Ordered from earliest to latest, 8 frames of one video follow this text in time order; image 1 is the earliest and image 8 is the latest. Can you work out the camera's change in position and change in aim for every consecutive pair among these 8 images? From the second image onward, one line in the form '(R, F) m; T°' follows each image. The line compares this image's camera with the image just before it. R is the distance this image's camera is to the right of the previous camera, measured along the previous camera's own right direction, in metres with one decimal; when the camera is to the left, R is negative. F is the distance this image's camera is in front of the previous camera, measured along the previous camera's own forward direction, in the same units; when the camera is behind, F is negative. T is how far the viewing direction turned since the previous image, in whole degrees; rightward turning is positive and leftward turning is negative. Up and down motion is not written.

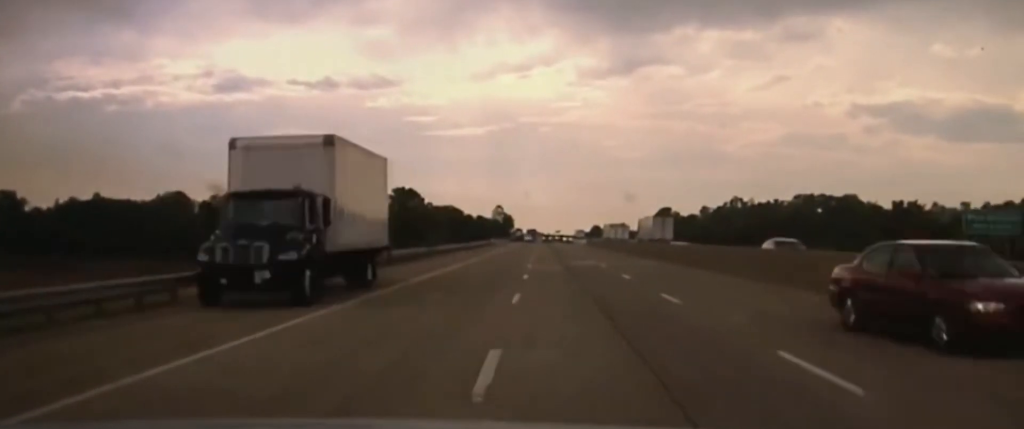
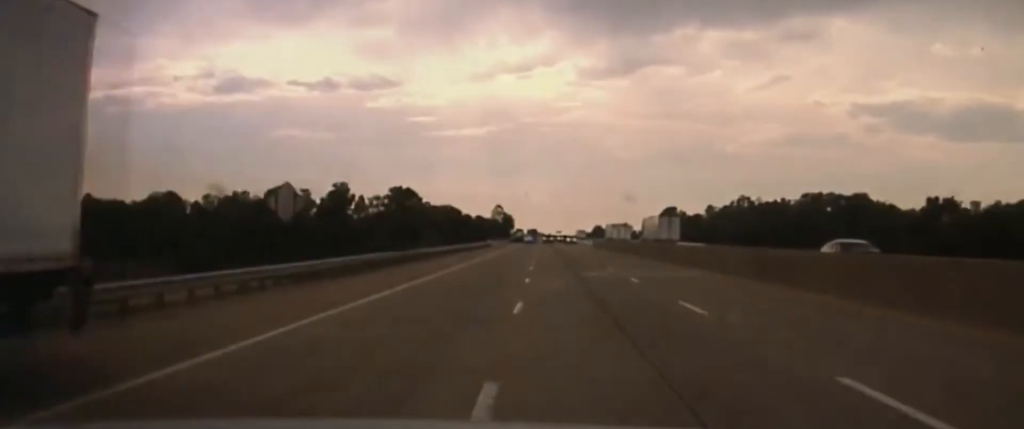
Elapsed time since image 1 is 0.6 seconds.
(+0.2, +15.6) m; 0°
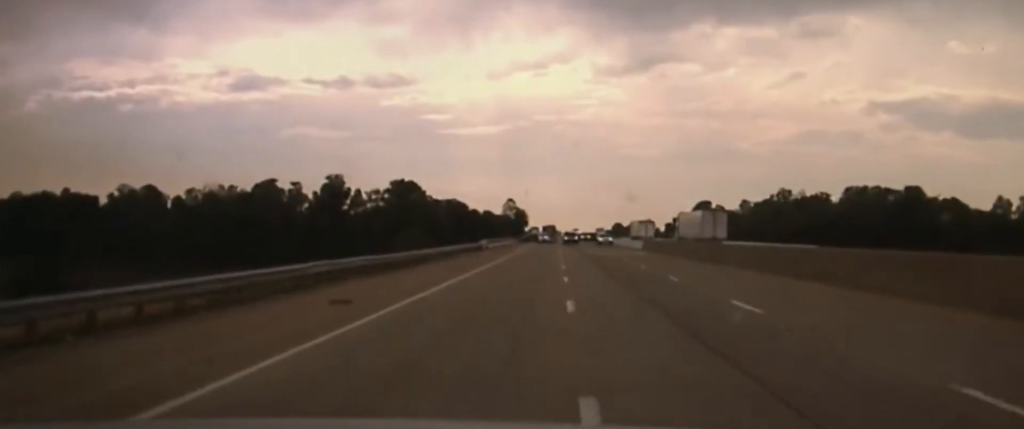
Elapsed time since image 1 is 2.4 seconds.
(-0.4, +49.2) m; -1°
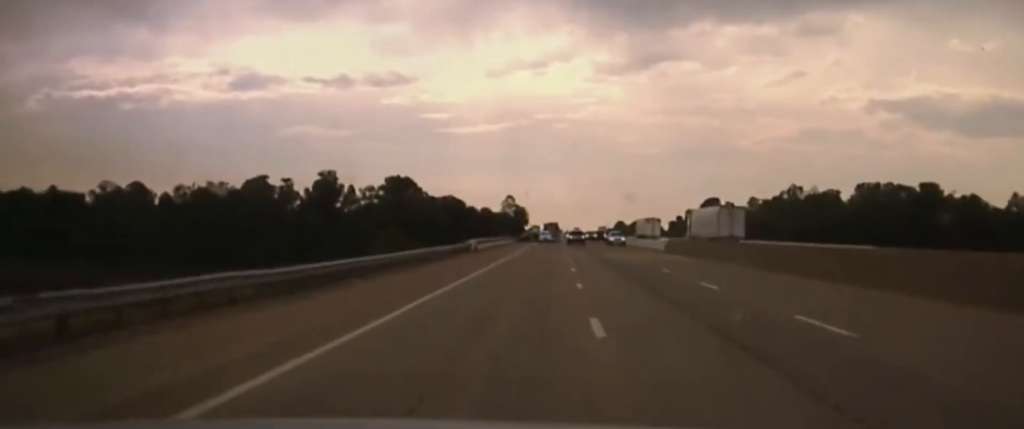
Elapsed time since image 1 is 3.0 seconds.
(-0.1, +16.1) m; 0°
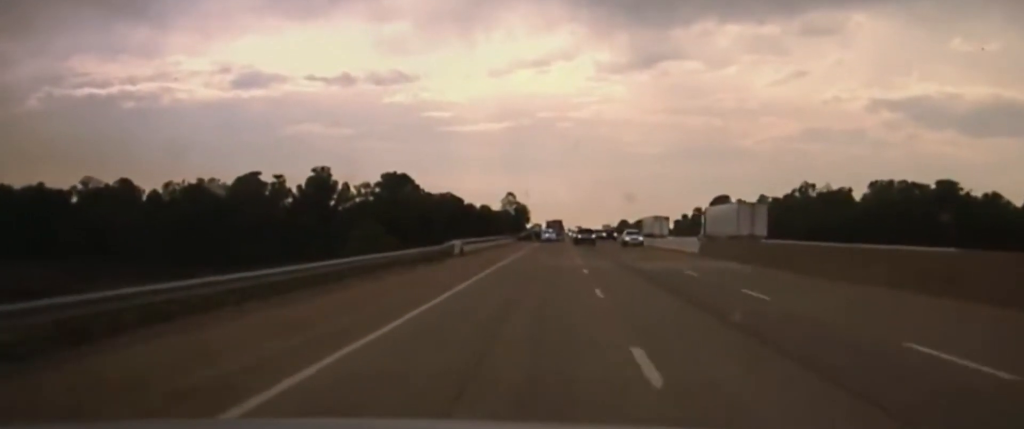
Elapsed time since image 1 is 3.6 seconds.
(-0.1, +17.5) m; 0°
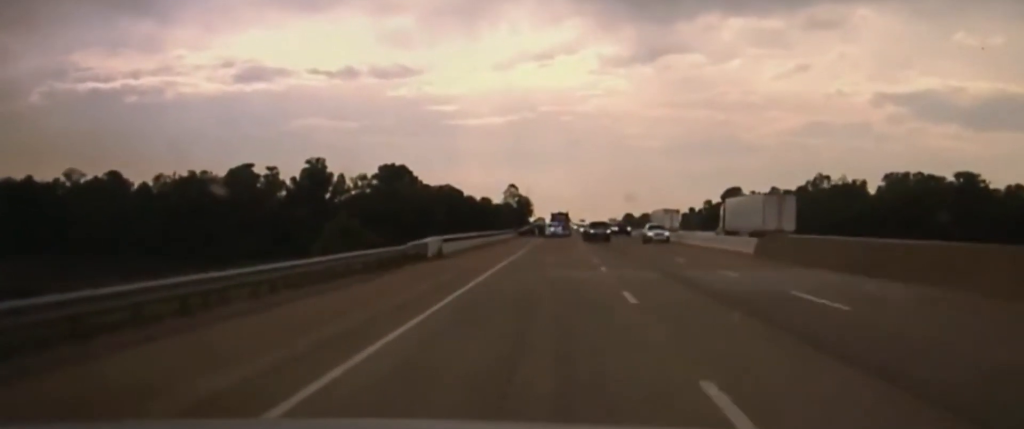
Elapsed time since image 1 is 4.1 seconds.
(0.0, +15.0) m; 0°
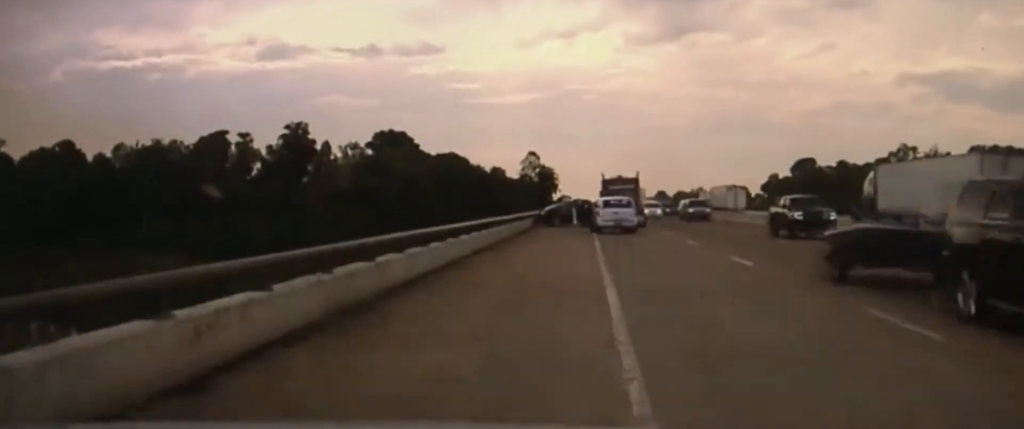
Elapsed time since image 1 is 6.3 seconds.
(-0.6, +60.5) m; -1°
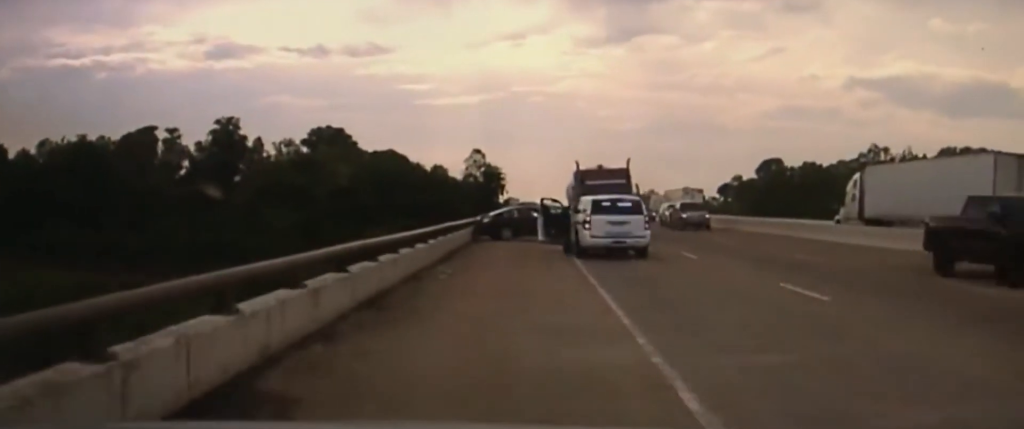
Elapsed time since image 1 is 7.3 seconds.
(0.0, +19.1) m; +4°
